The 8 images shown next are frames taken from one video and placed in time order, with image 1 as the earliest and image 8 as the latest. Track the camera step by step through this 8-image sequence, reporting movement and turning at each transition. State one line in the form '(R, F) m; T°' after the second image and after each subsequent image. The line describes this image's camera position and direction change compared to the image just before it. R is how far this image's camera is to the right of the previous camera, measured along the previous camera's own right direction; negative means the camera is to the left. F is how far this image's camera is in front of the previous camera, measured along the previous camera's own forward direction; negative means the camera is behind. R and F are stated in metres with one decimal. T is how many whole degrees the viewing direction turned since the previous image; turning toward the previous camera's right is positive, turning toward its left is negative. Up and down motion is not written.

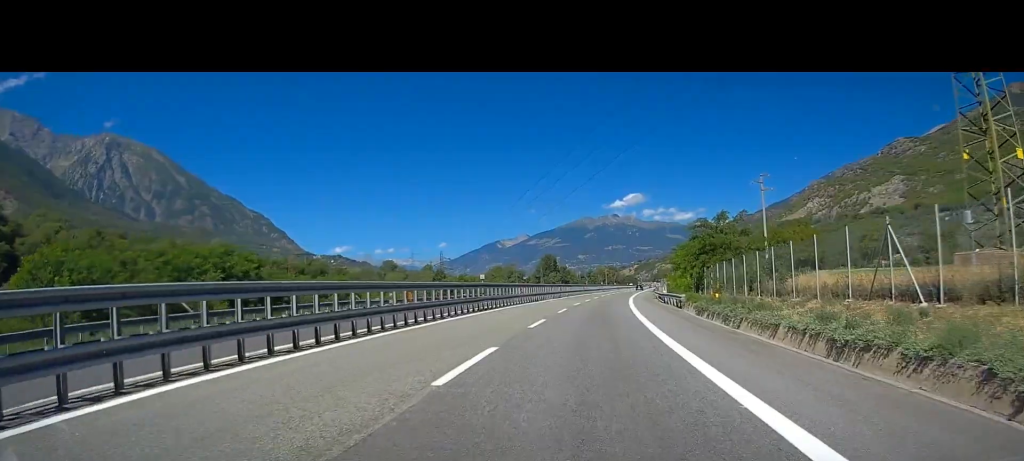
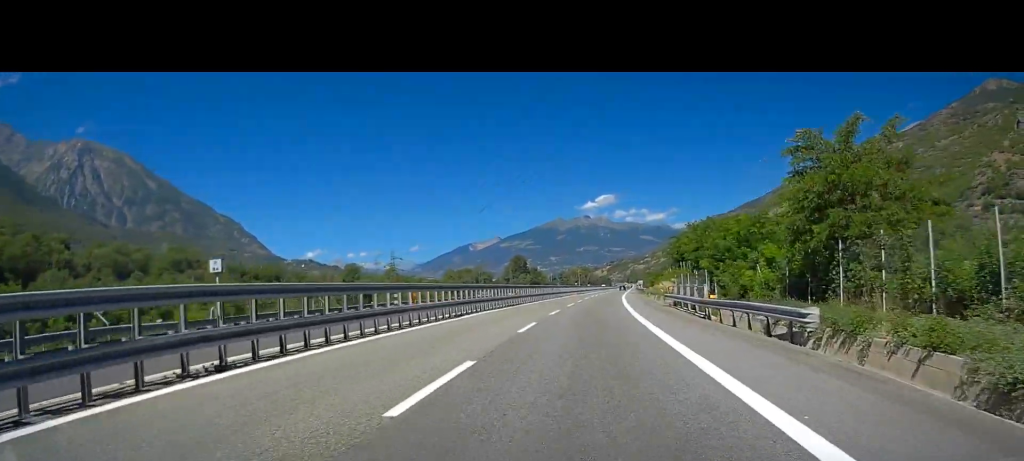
(+0.5, +25.6) m; +2°
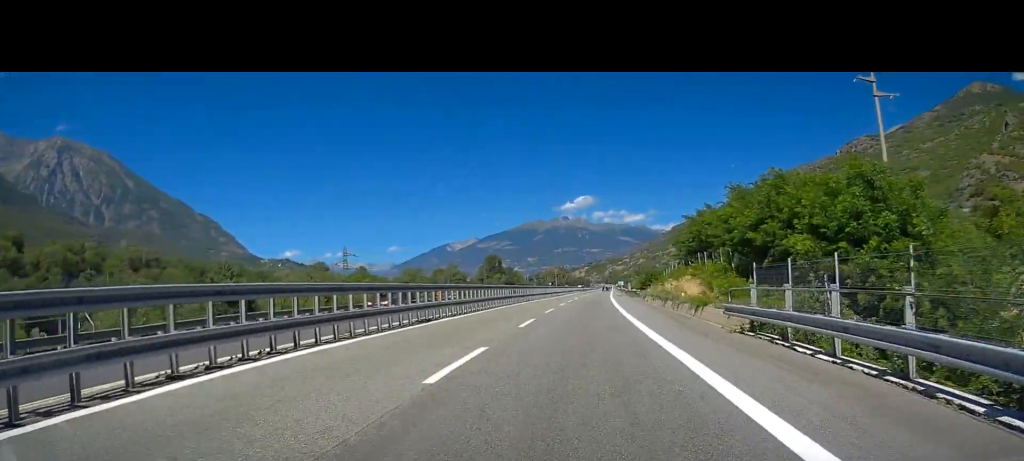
(+0.4, +21.6) m; +2°
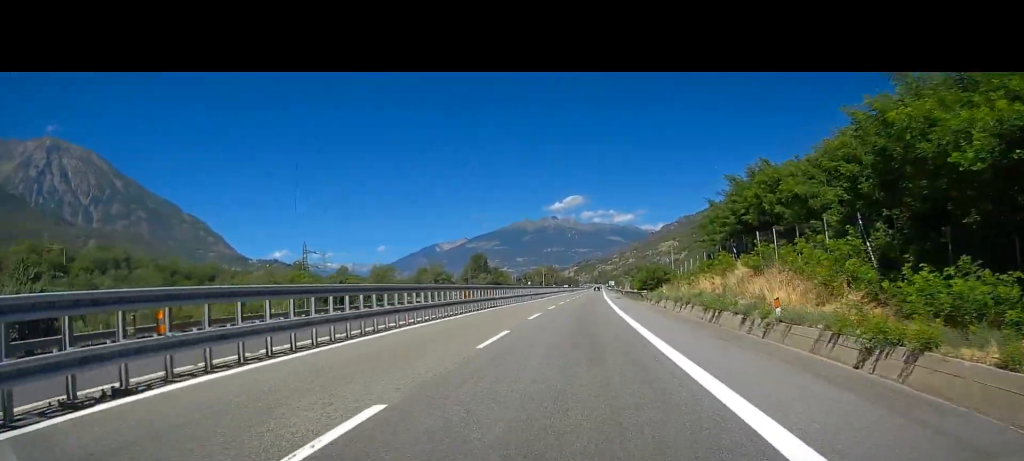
(+0.4, +18.9) m; +2°
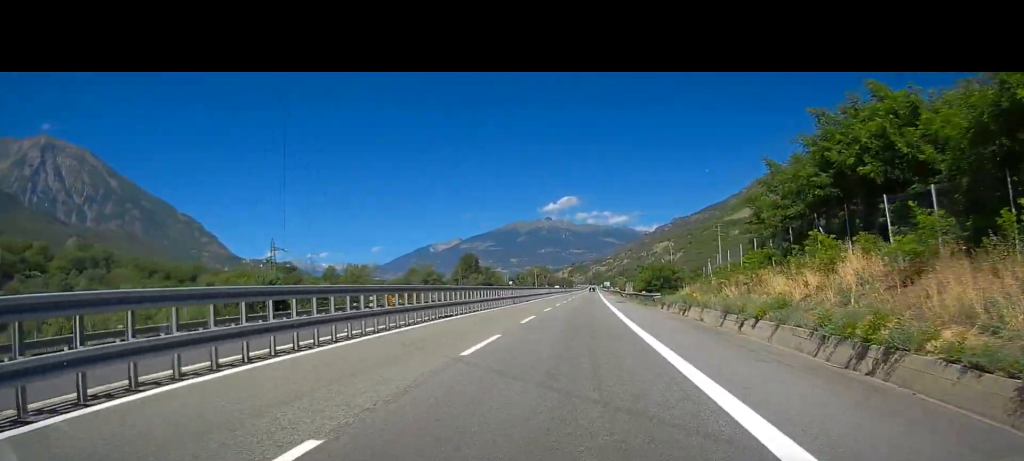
(+0.2, +13.6) m; +2°
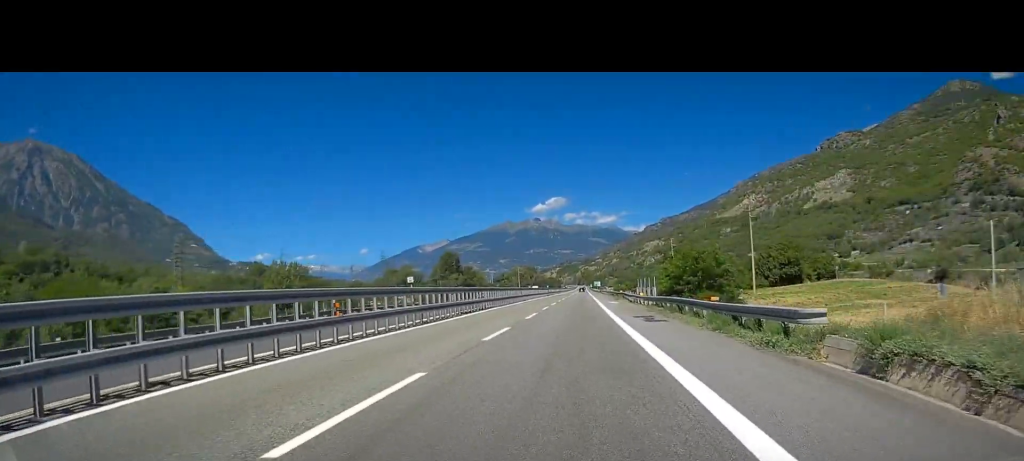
(+0.5, +31.2) m; 0°
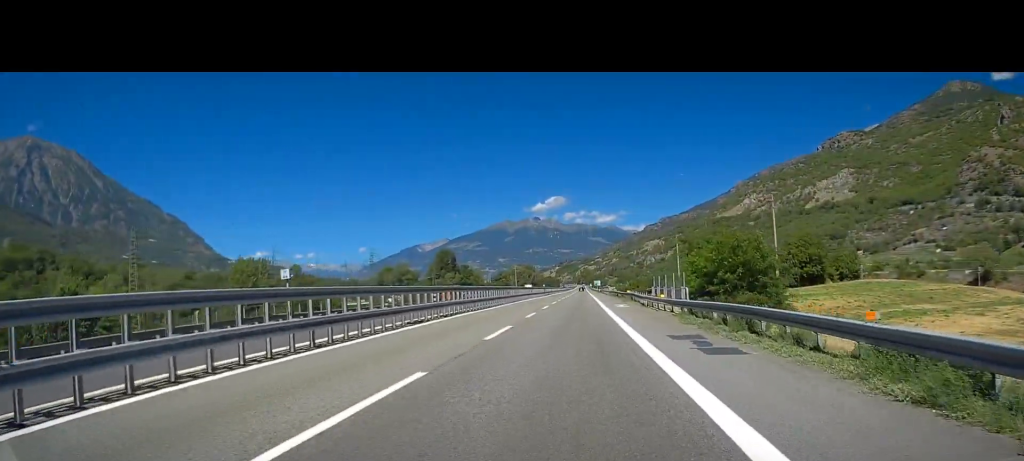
(-0.2, +11.9) m; 0°
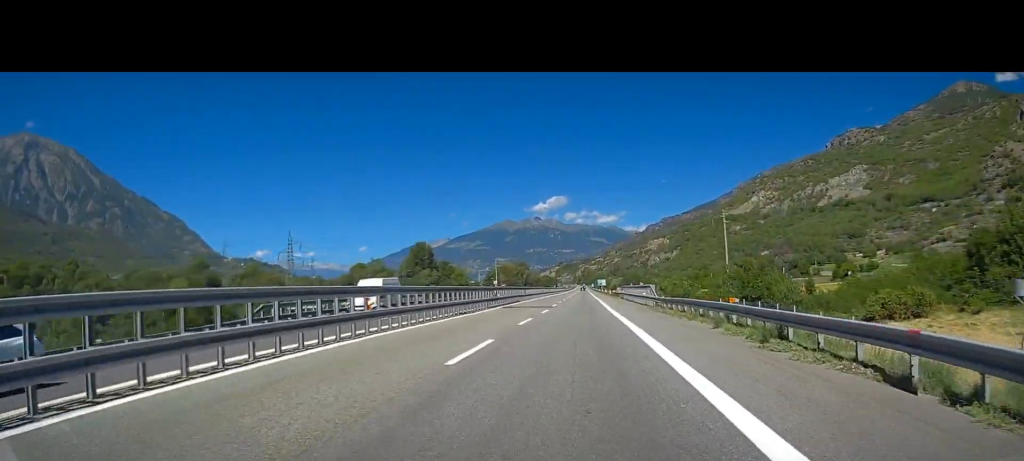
(-0.2, +66.0) m; -1°
